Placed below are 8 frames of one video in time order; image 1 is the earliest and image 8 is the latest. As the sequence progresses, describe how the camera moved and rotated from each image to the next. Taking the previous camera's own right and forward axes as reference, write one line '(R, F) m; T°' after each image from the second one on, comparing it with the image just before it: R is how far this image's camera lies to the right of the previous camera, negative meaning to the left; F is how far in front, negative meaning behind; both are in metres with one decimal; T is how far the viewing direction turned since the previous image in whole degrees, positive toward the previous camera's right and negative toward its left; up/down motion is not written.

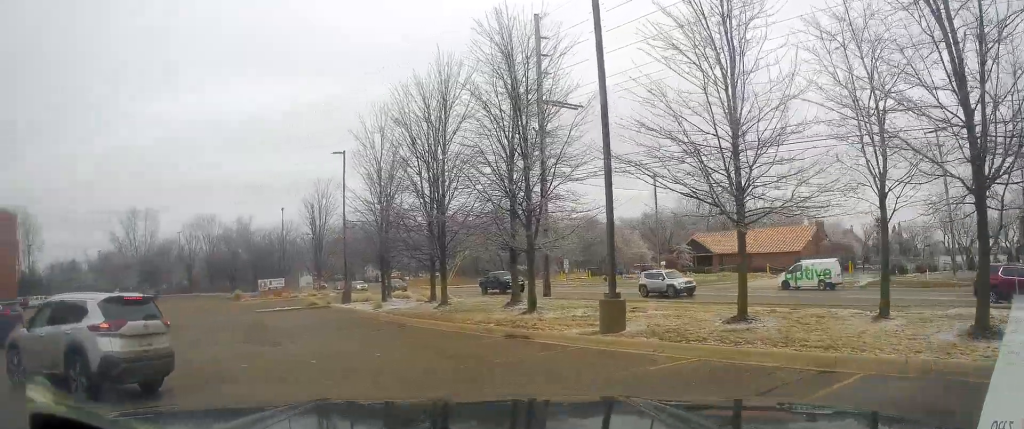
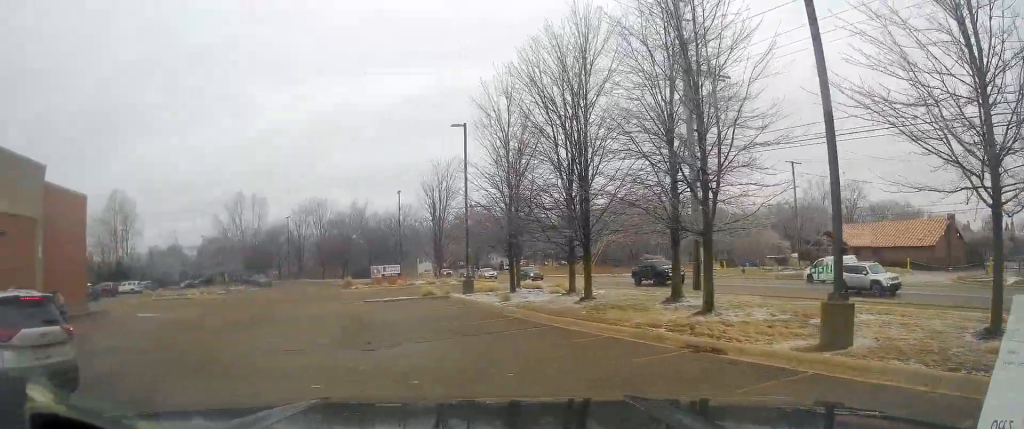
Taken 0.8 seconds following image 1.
(-0.5, +3.7) m; -11°
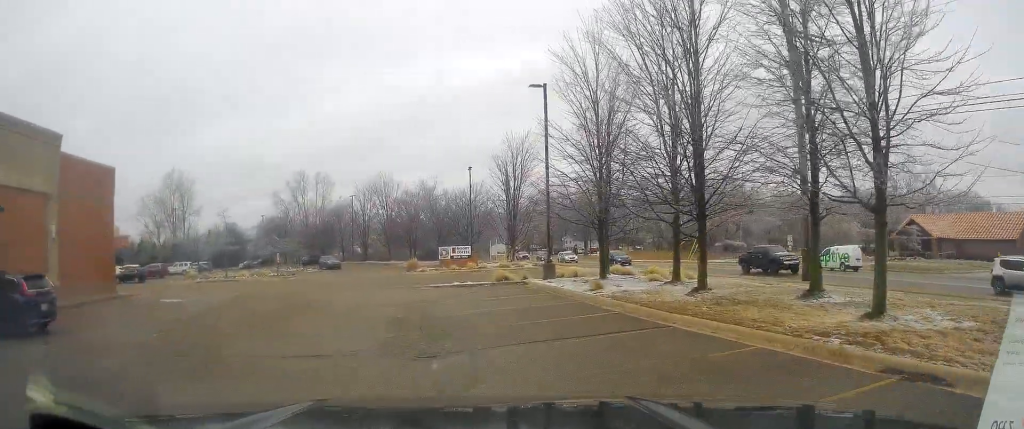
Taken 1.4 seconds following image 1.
(-0.3, +3.2) m; -10°
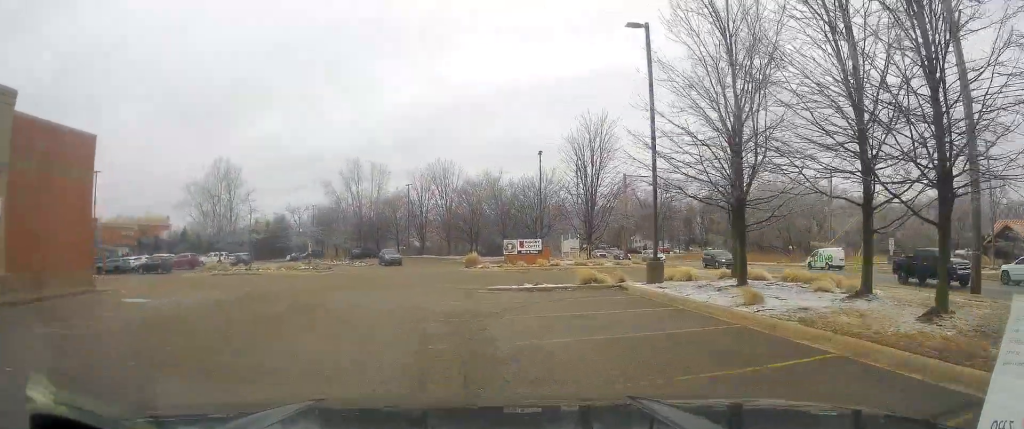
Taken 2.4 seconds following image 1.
(-0.7, +5.5) m; -16°
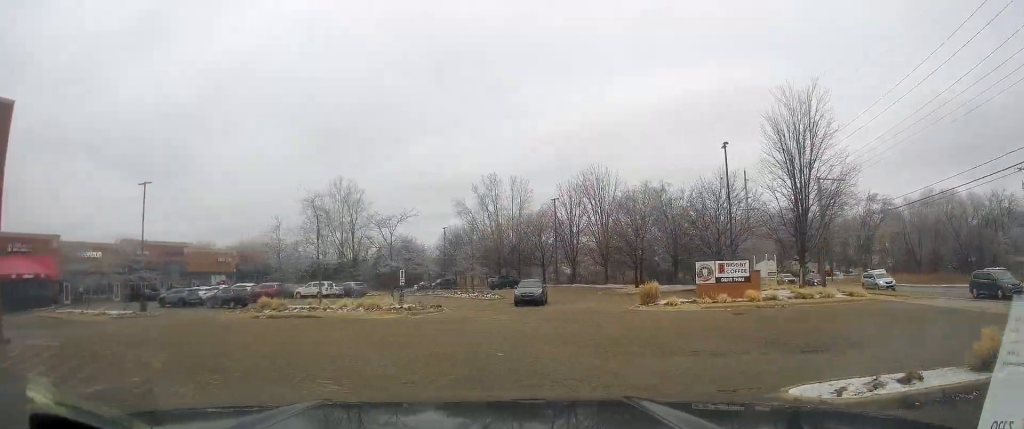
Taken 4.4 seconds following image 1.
(-2.8, +13.5) m; -14°
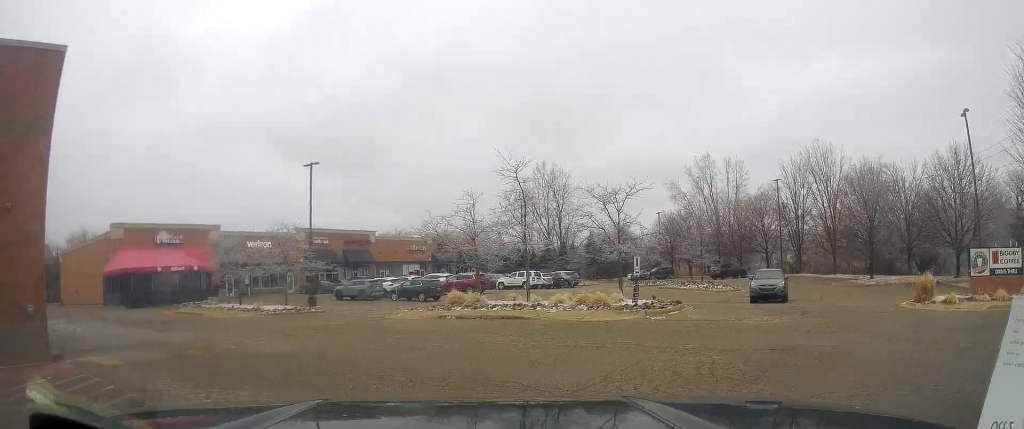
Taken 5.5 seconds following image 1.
(+0.1, +8.1) m; -7°
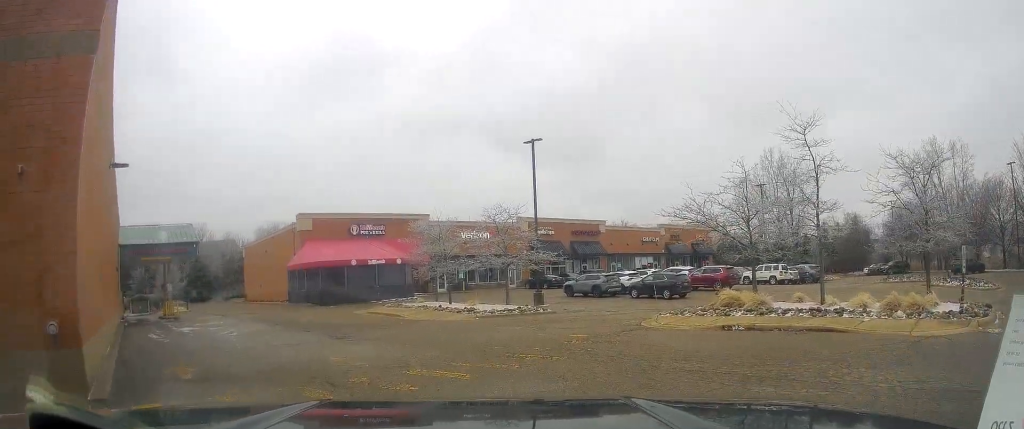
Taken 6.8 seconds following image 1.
(-1.3, +7.5) m; -20°
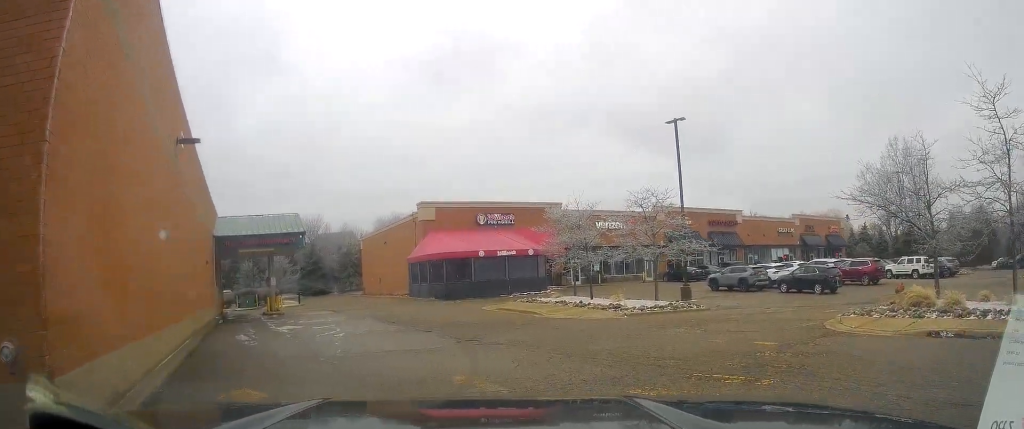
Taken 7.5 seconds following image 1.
(-0.4, +3.8) m; -14°
